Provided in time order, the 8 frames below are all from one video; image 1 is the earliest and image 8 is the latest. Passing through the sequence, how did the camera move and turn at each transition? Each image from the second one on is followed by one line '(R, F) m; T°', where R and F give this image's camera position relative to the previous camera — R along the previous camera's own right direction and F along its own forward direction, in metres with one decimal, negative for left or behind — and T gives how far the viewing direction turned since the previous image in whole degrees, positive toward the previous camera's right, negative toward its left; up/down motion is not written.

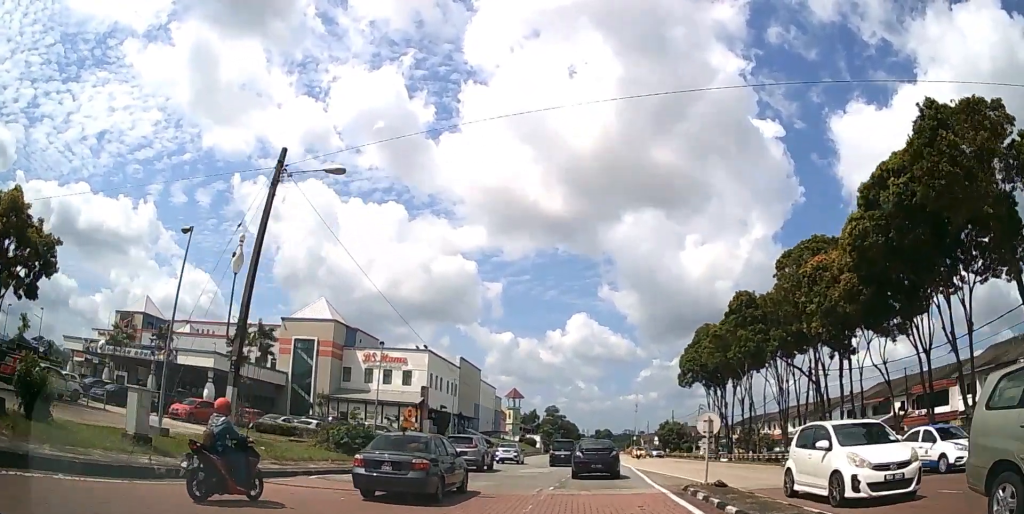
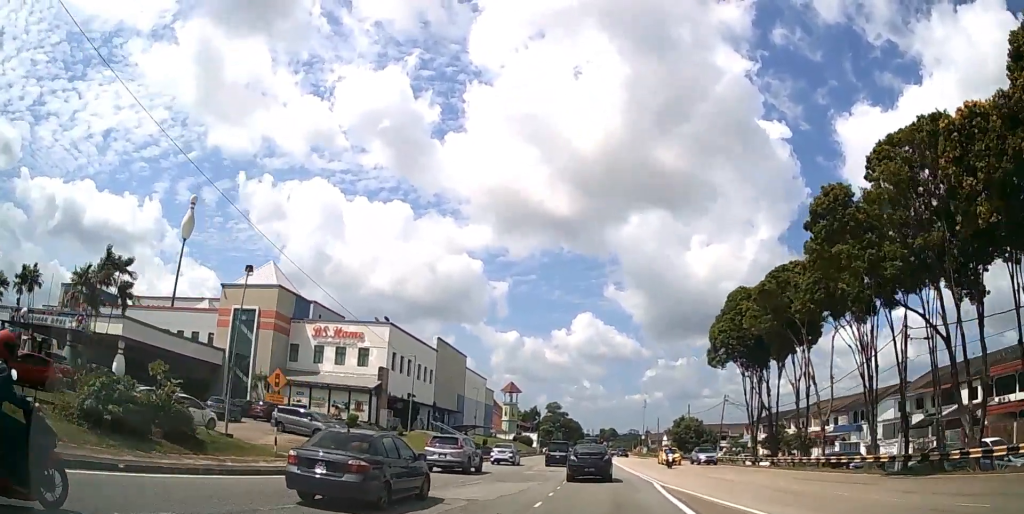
(-0.2, +14.6) m; -1°
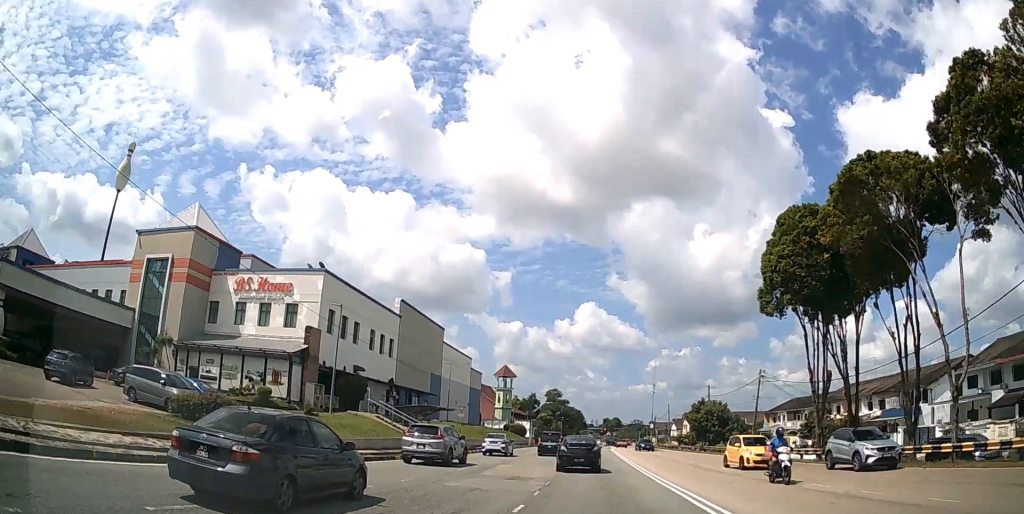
(0.0, +14.7) m; -1°
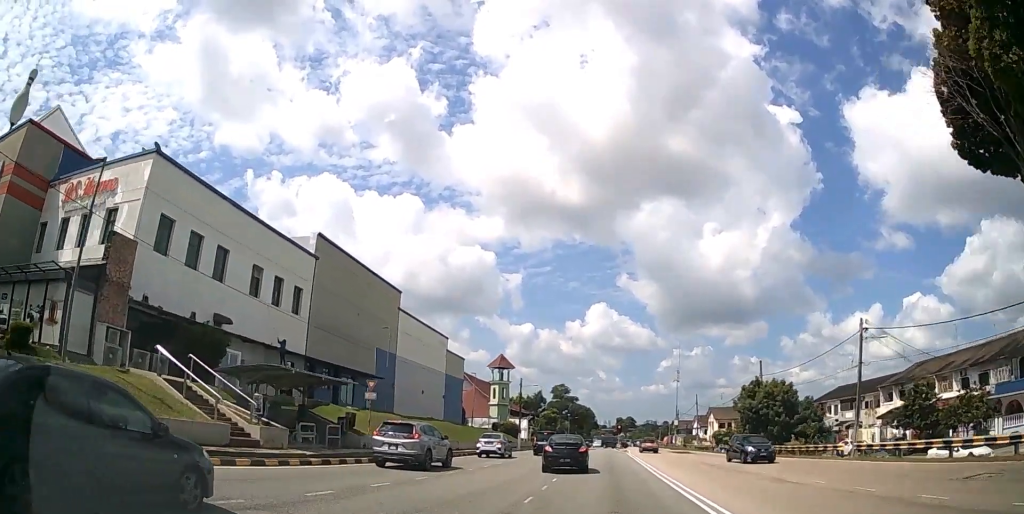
(-0.3, +19.6) m; -1°
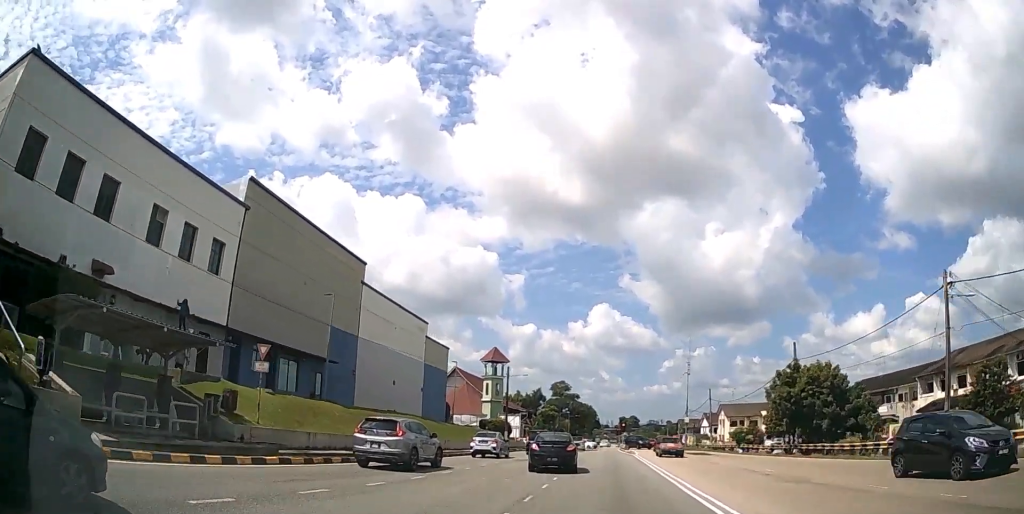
(0.0, +8.8) m; 0°
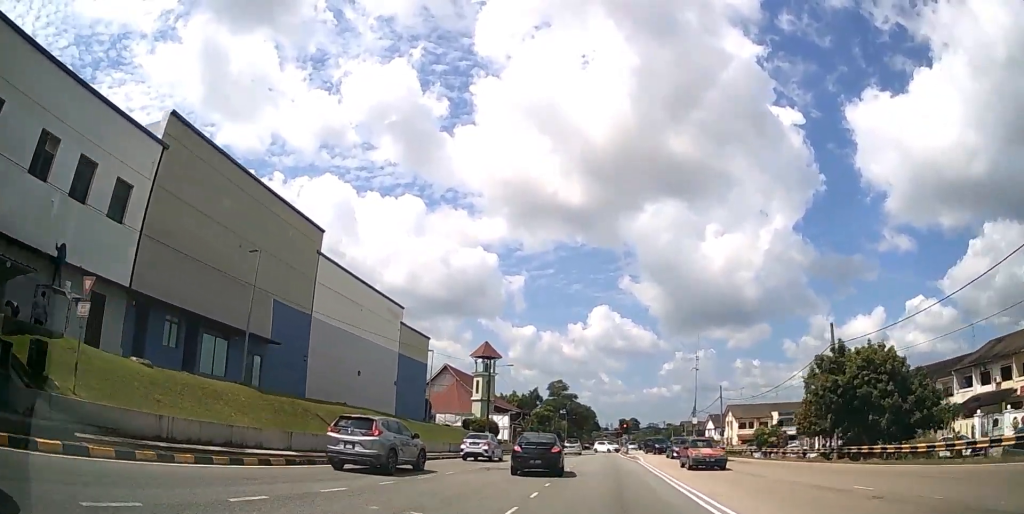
(0.0, +7.4) m; 0°
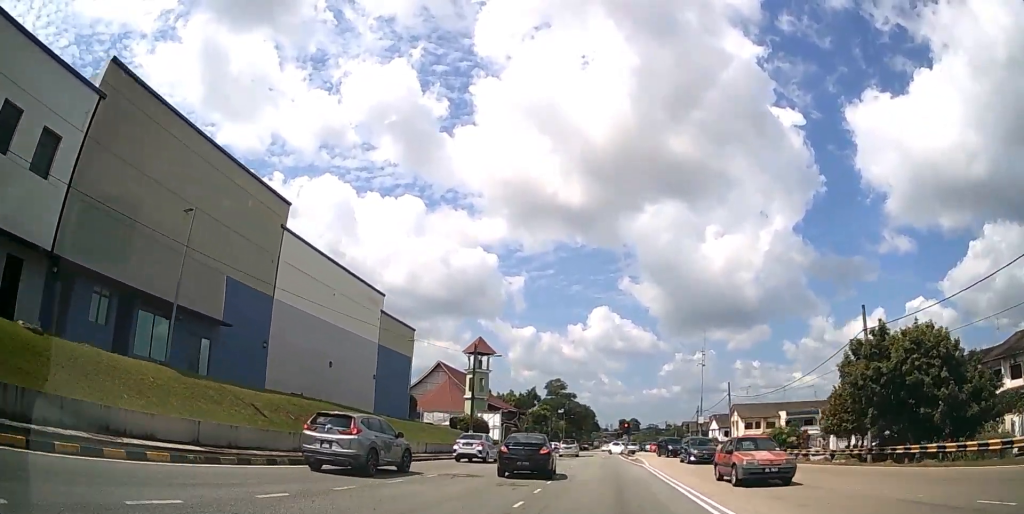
(0.0, +4.9) m; 0°
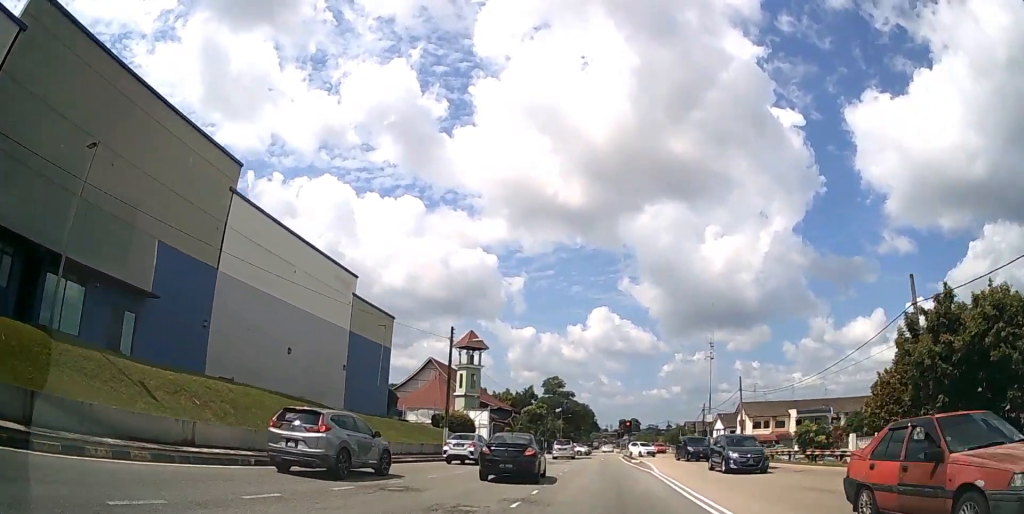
(0.0, +5.3) m; 0°
